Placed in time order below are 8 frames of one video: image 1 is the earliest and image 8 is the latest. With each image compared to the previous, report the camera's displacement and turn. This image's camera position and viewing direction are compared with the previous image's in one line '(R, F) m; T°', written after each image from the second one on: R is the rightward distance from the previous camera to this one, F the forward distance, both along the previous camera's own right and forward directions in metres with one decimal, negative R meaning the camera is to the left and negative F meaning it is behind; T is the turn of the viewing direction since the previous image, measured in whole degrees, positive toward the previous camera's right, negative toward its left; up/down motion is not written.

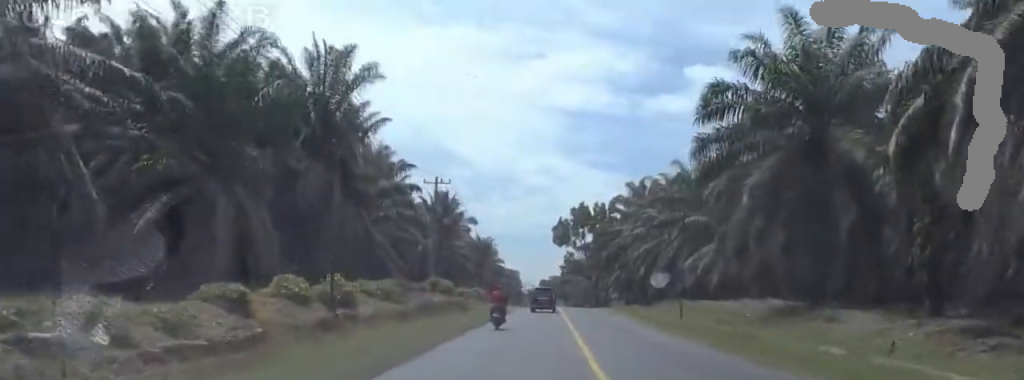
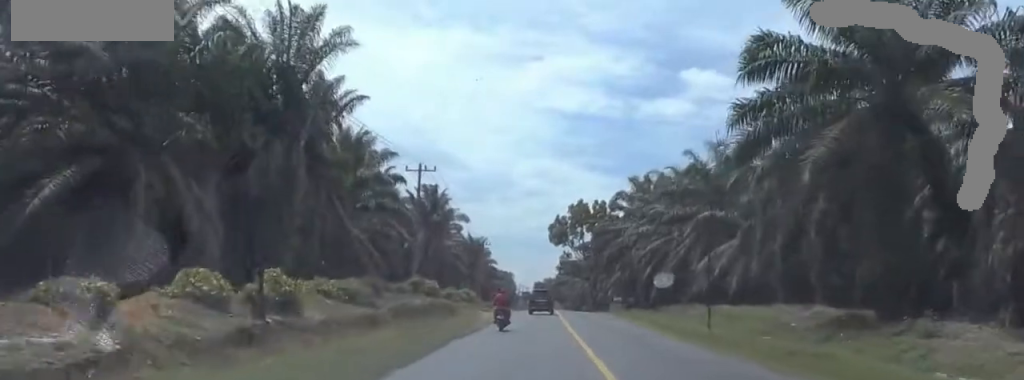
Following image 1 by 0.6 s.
(0.0, +7.8) m; 0°
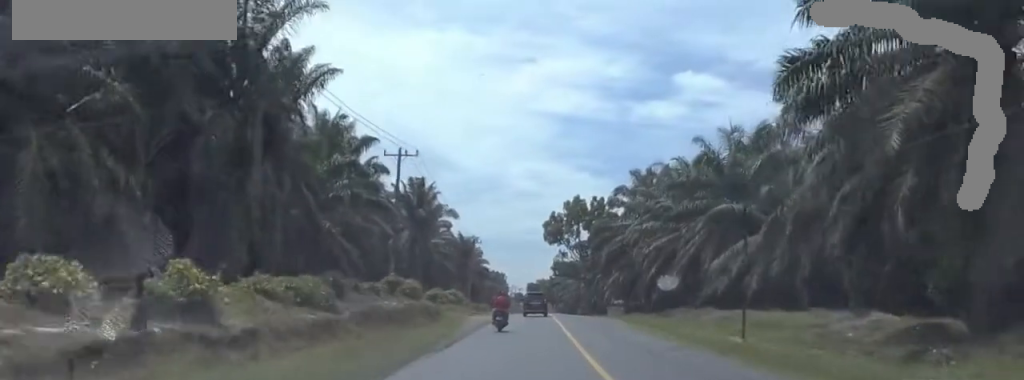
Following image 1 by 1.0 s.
(0.0, +6.7) m; 0°
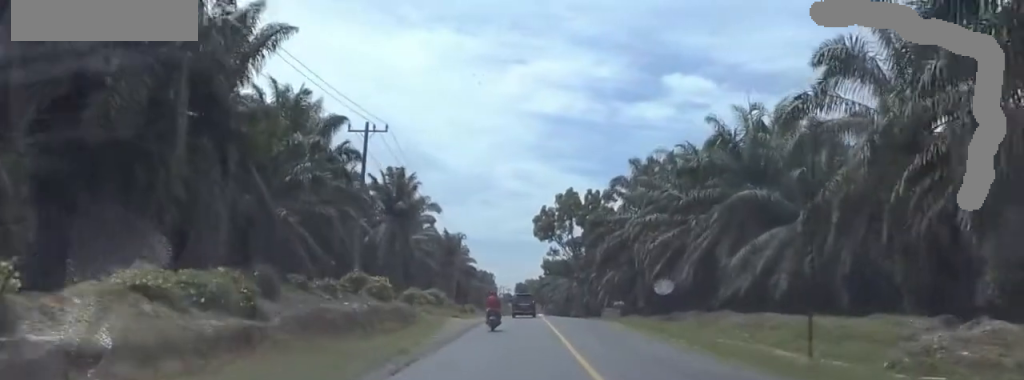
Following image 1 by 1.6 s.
(0.0, +7.9) m; 0°
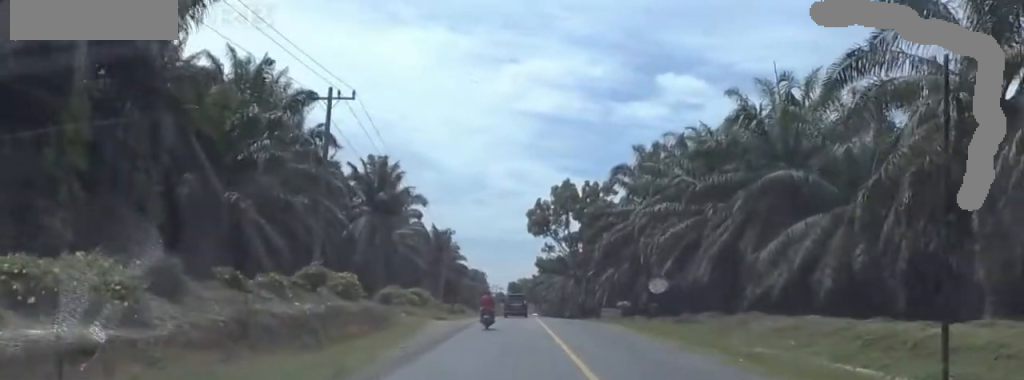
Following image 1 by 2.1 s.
(0.0, +7.3) m; -1°
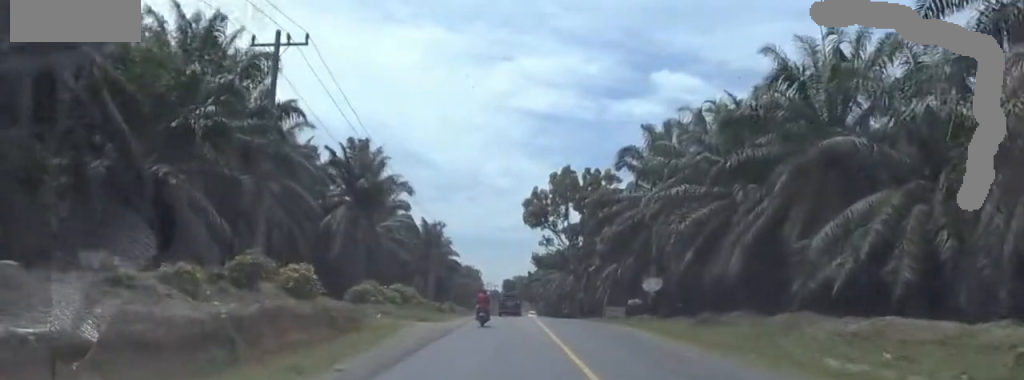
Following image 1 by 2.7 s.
(+0.1, +7.9) m; -1°
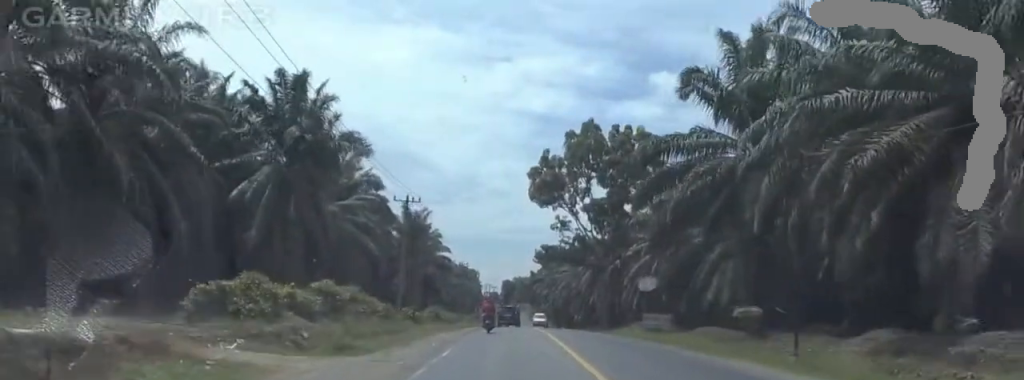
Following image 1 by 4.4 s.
(-0.8, +24.8) m; -2°
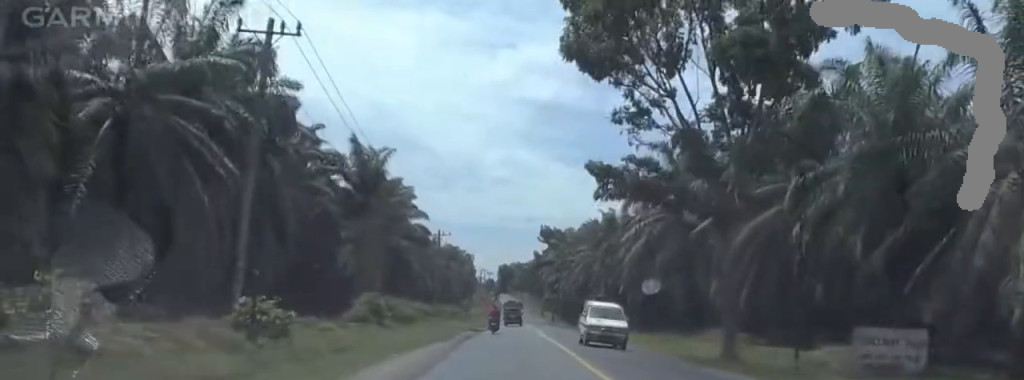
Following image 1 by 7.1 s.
(-0.5, +39.4) m; -1°
